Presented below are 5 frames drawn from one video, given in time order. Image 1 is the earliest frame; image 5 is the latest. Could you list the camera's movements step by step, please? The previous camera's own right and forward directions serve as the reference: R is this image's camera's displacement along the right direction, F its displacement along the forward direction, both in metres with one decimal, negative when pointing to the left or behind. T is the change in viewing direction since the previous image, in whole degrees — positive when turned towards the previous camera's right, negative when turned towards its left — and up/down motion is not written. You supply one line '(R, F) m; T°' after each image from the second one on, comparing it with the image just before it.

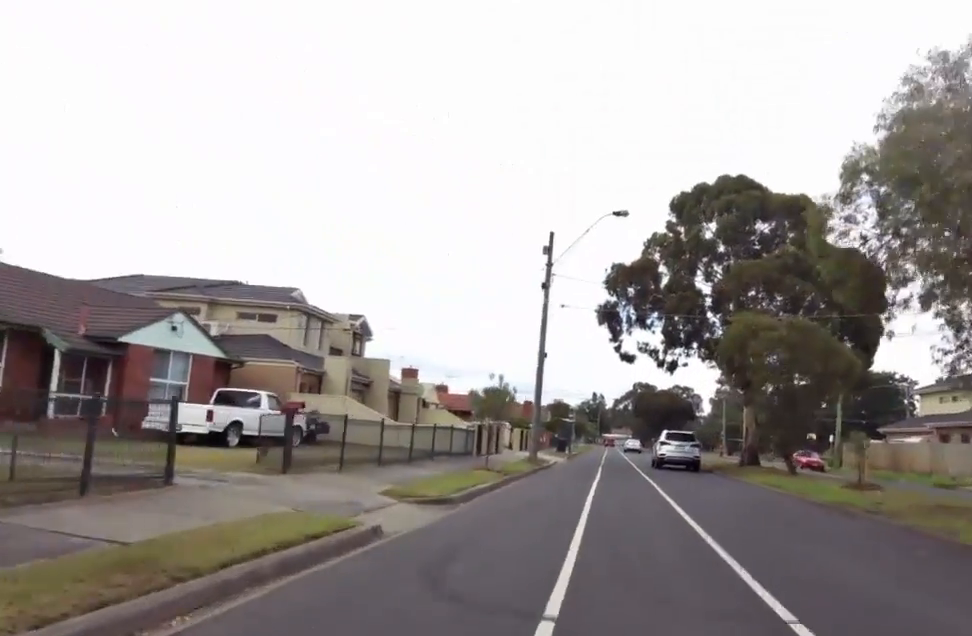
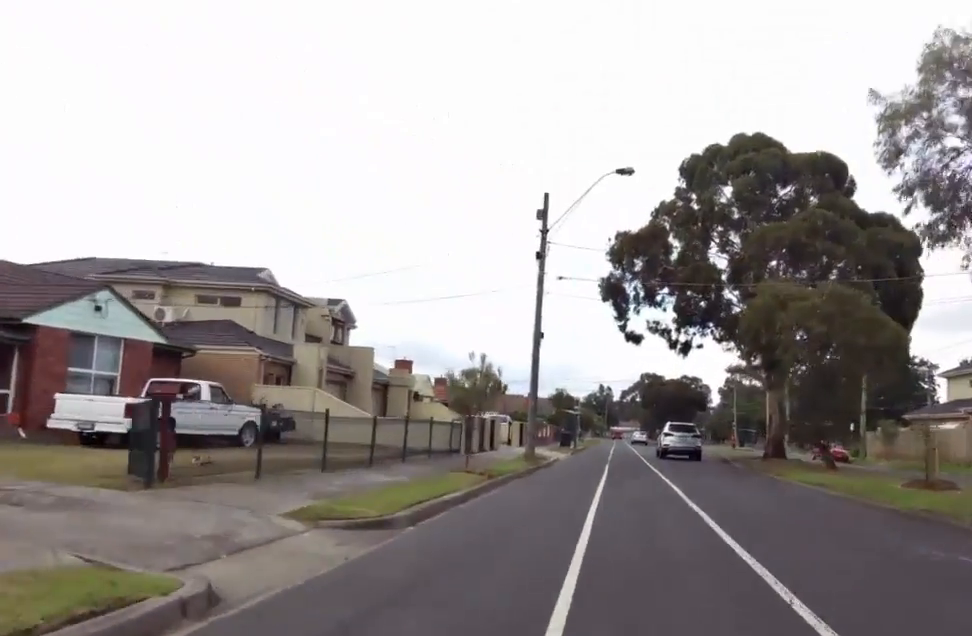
(+0.5, +3.5) m; +3°
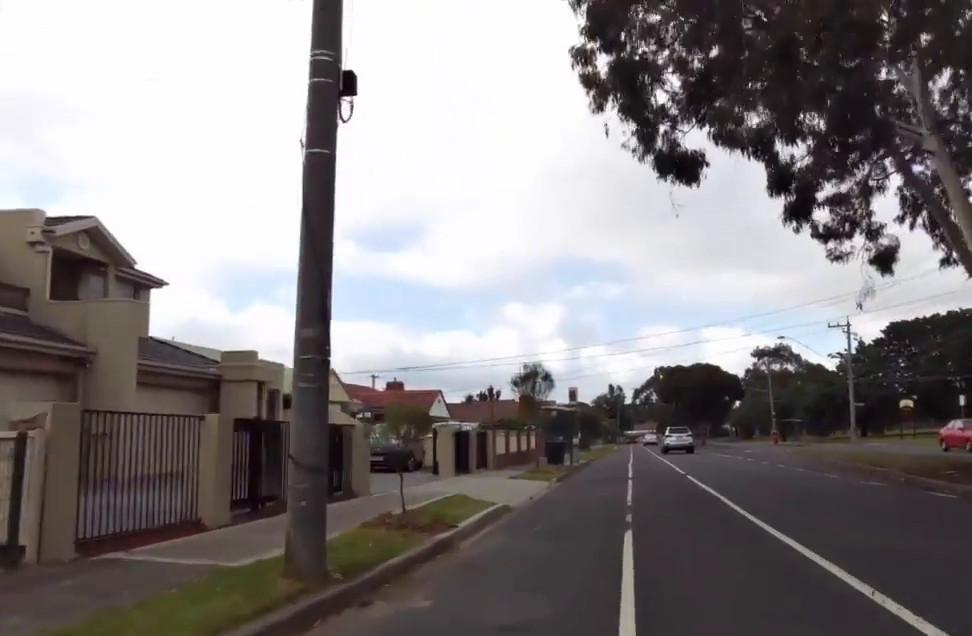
(+0.1, +18.1) m; -6°
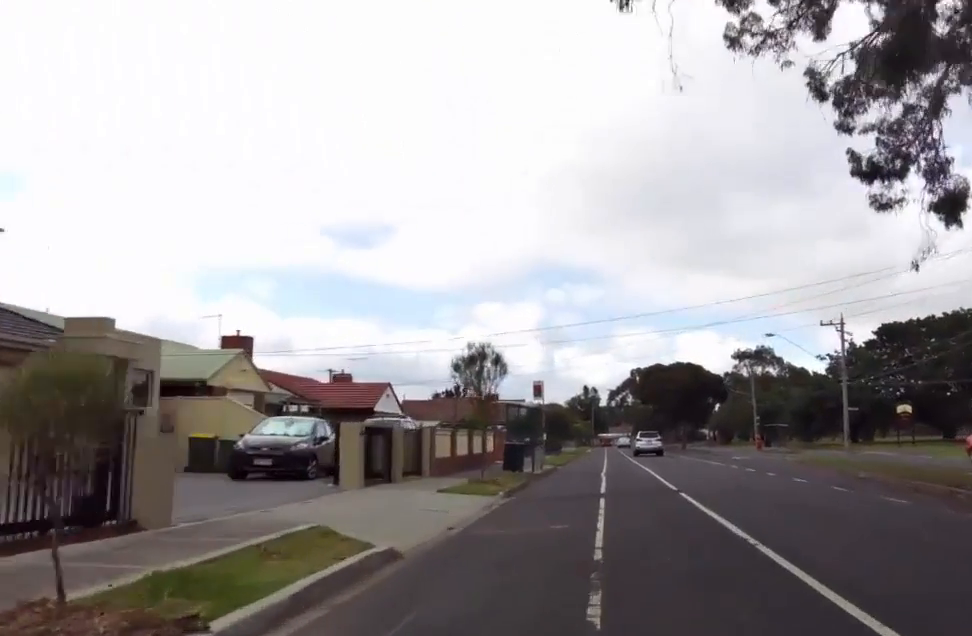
(-0.5, +5.3) m; -2°
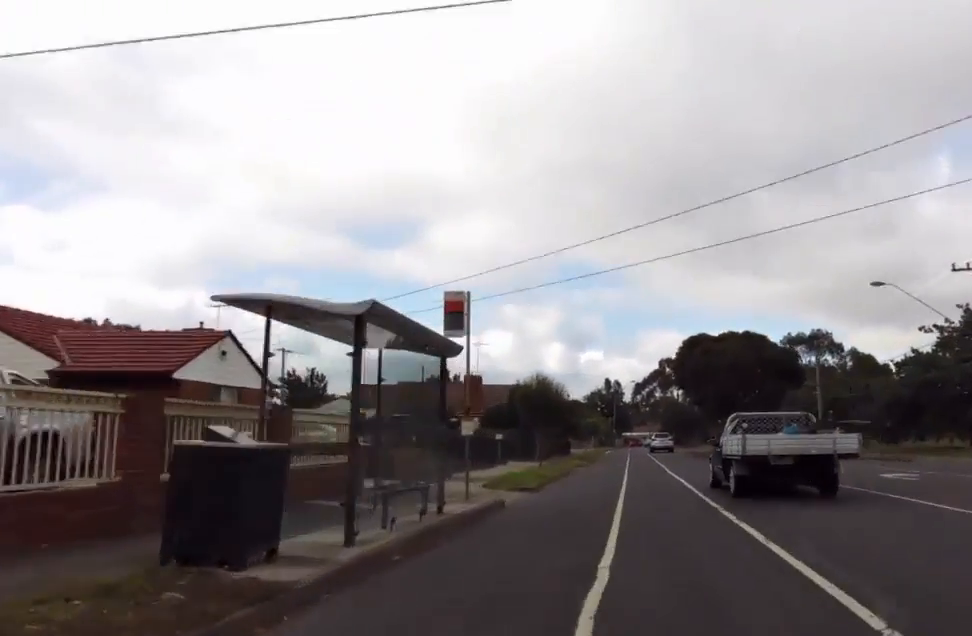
(+1.4, +19.8) m; +6°
